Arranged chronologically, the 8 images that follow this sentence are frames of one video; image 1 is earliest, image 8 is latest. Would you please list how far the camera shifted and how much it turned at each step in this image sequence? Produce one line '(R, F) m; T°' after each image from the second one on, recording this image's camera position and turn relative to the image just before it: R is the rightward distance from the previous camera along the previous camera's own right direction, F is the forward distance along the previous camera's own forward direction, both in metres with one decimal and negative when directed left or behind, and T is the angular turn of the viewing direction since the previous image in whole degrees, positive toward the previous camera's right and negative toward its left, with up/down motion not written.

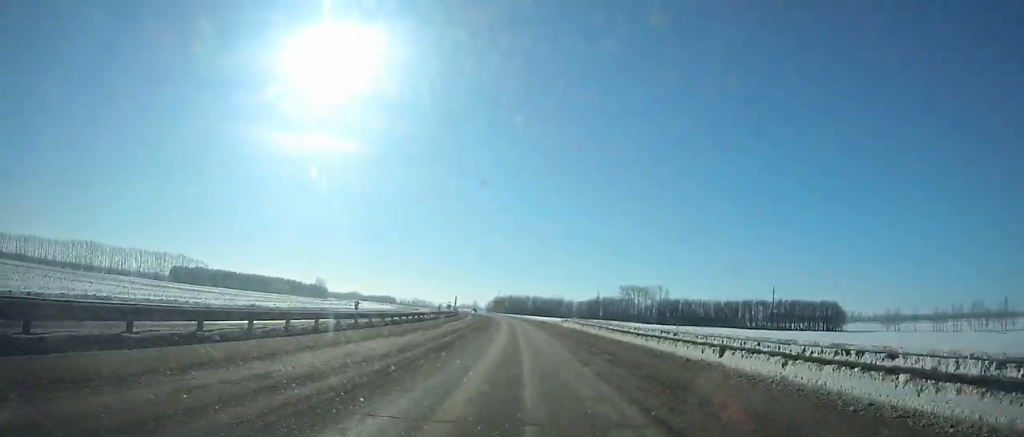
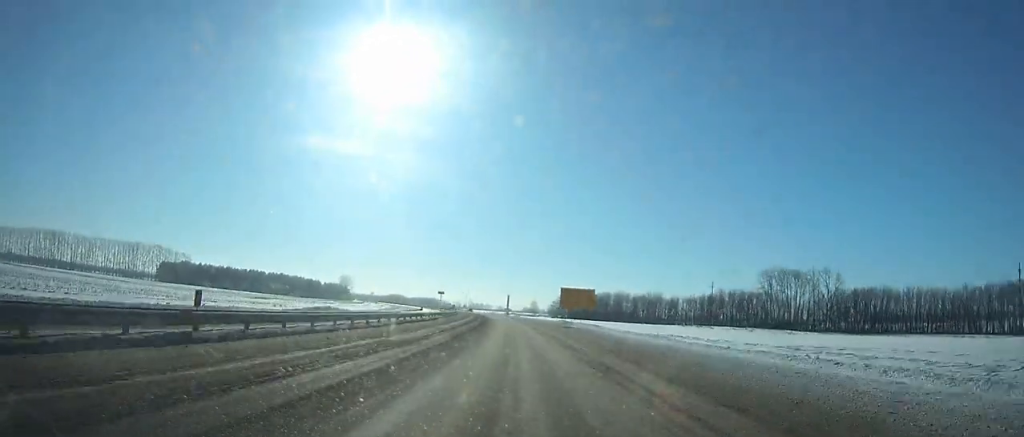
(-7.2, +133.6) m; -6°
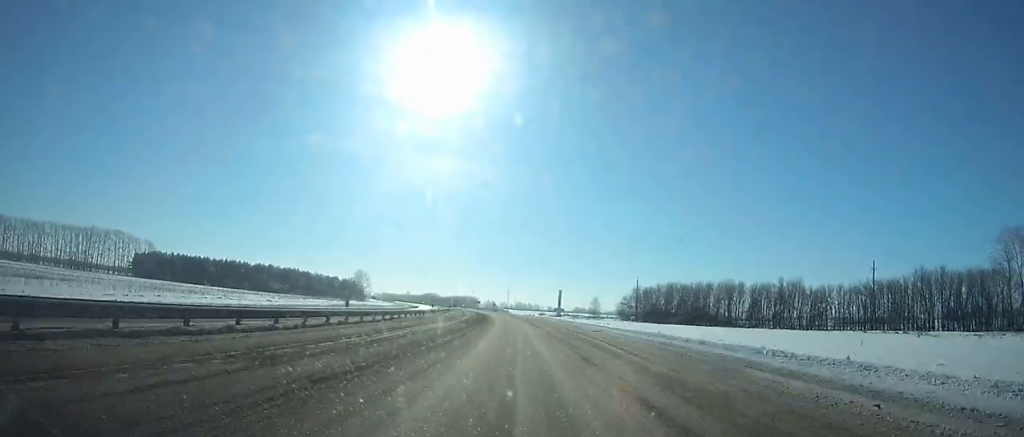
(-4.0, +102.4) m; -5°
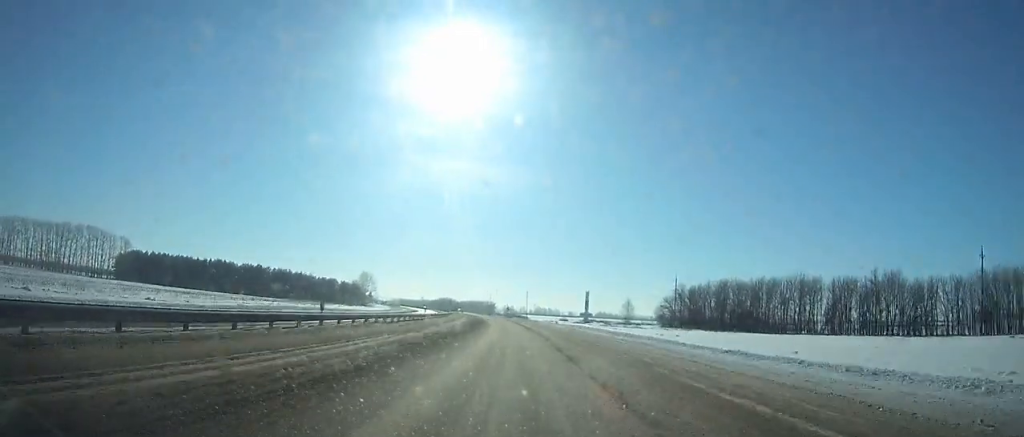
(-1.0, +41.7) m; -2°
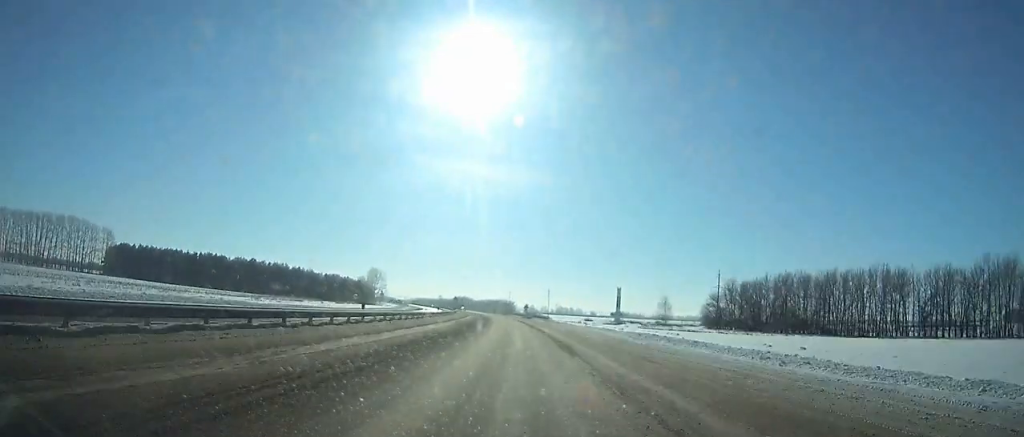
(-0.2, +31.7) m; -2°
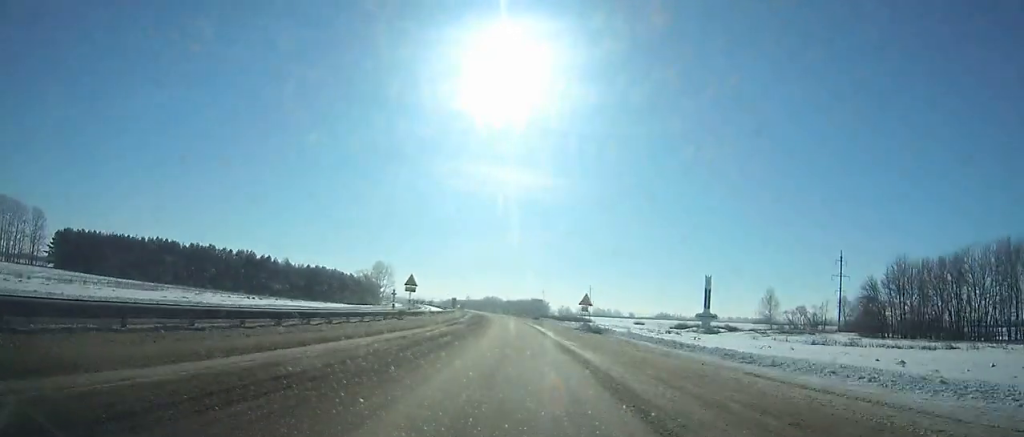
(-2.1, +70.1) m; -3°
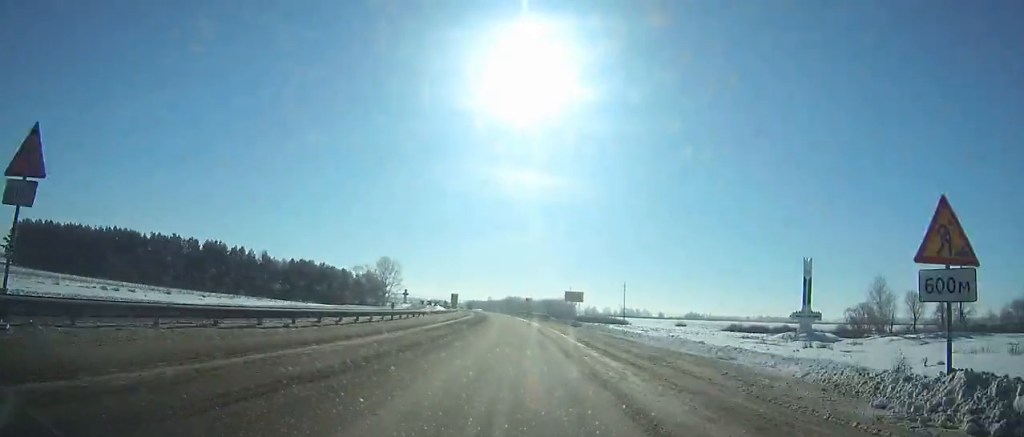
(-1.0, +40.4) m; -2°
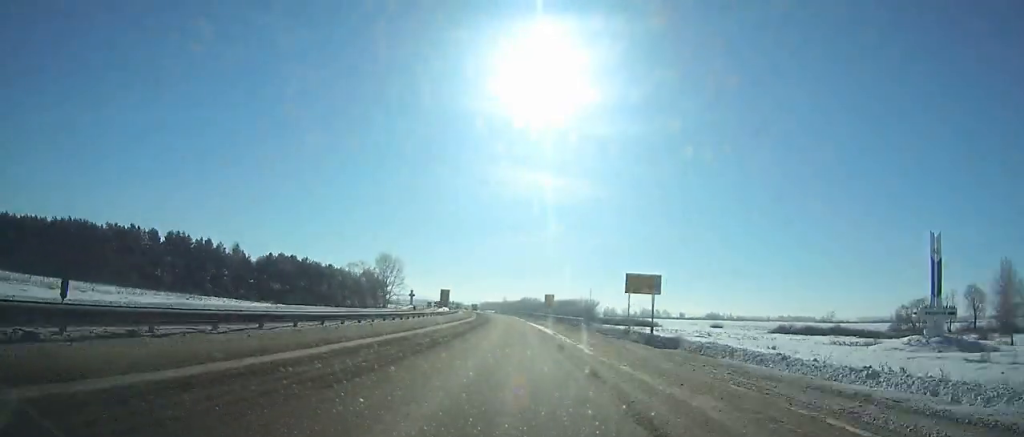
(-0.1, +30.8) m; -2°
